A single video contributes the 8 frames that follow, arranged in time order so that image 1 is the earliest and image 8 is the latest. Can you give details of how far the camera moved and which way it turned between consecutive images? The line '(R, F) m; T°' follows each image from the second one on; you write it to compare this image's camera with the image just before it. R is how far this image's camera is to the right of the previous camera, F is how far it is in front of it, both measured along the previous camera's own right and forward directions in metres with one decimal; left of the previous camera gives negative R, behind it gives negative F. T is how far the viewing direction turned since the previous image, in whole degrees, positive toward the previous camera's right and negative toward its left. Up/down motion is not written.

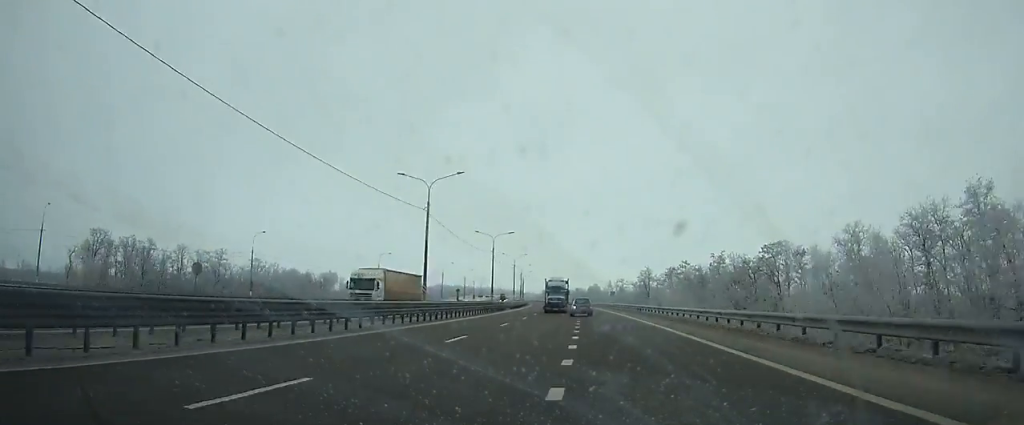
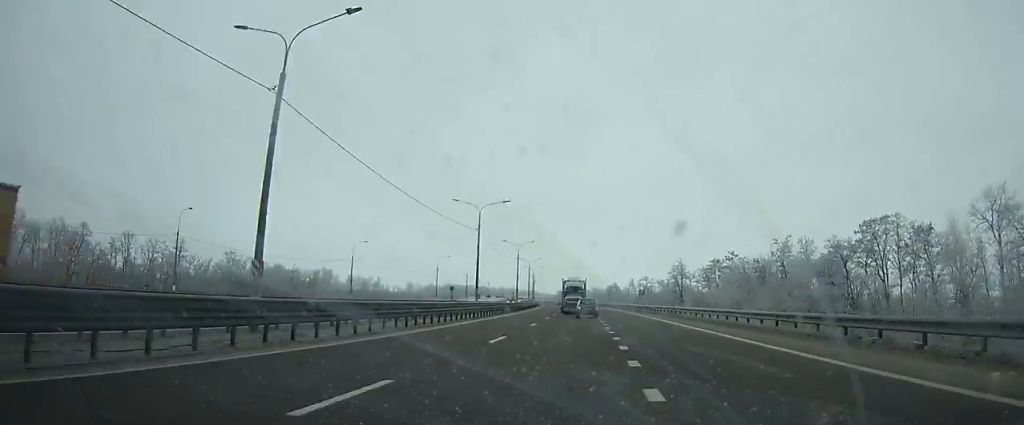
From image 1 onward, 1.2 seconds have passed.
(-0.3, +23.6) m; -1°
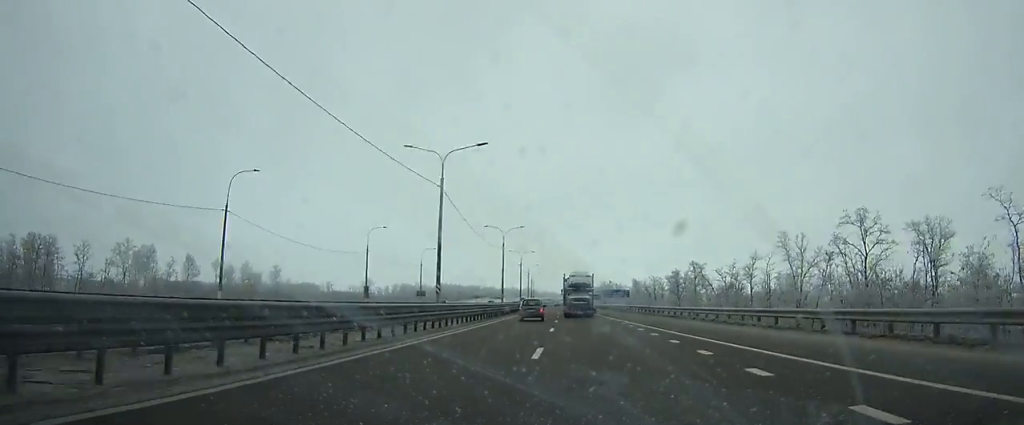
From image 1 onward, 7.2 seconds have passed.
(-3.9, +125.7) m; -4°
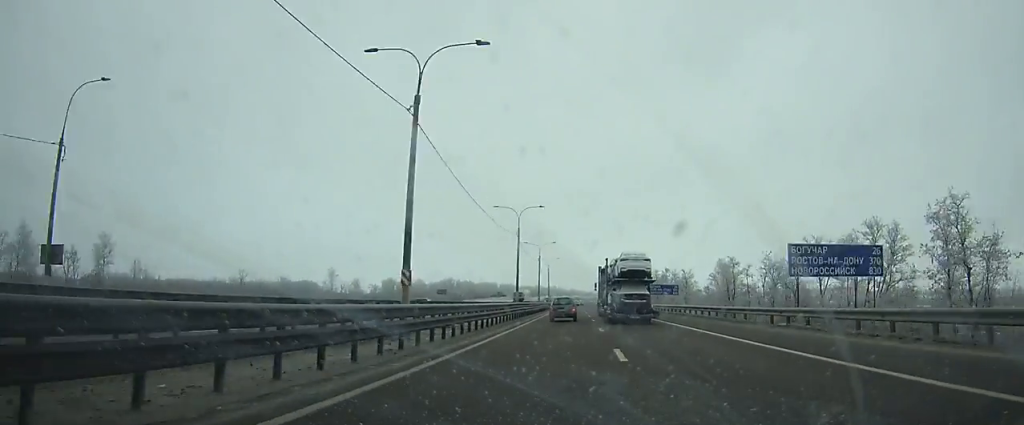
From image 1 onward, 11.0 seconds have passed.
(-1.7, +84.5) m; -1°
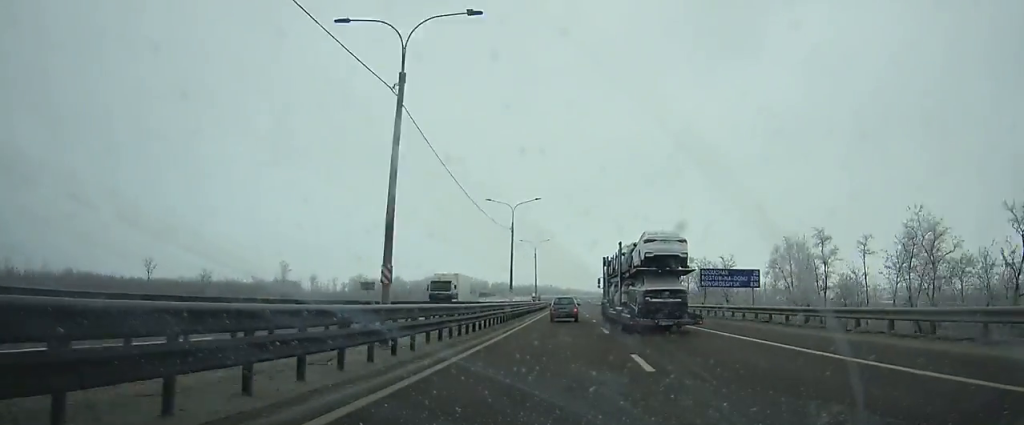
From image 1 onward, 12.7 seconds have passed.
(-0.2, +38.9) m; 0°
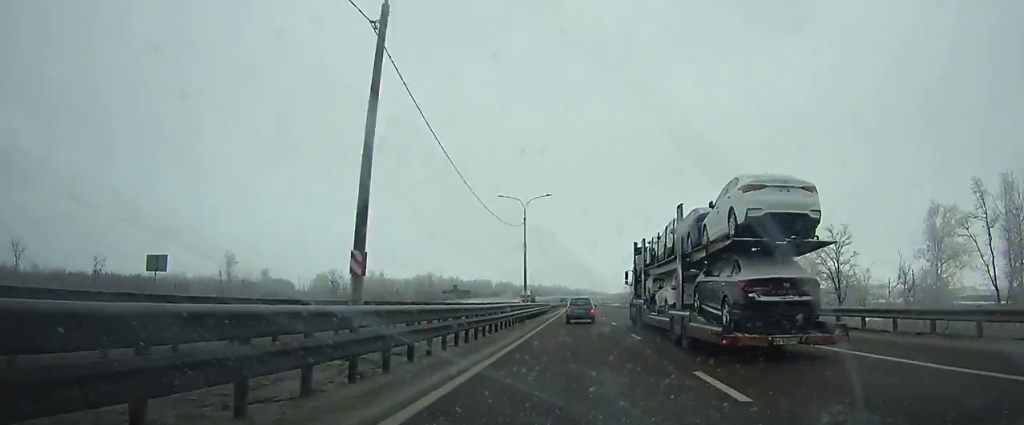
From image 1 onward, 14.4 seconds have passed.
(0.0, +39.5) m; 0°
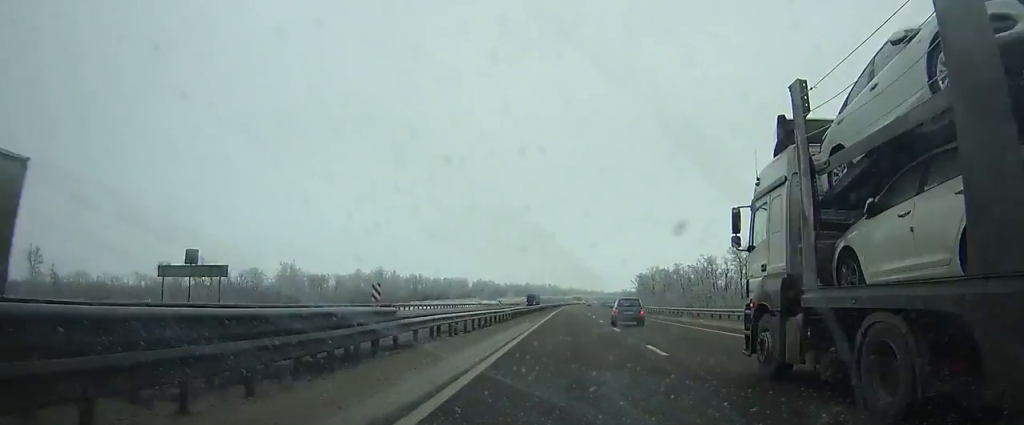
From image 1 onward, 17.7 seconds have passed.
(+0.3, +78.3) m; +1°
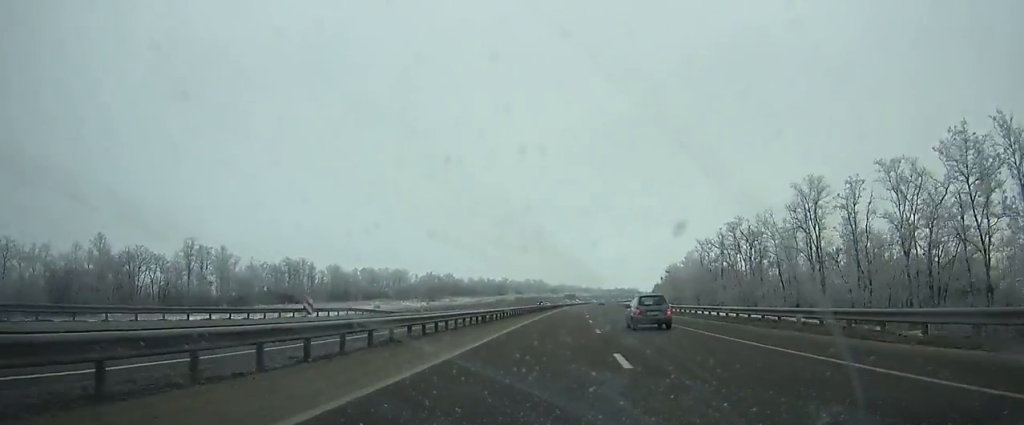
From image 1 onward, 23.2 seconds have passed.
(+1.8, +135.8) m; +2°
